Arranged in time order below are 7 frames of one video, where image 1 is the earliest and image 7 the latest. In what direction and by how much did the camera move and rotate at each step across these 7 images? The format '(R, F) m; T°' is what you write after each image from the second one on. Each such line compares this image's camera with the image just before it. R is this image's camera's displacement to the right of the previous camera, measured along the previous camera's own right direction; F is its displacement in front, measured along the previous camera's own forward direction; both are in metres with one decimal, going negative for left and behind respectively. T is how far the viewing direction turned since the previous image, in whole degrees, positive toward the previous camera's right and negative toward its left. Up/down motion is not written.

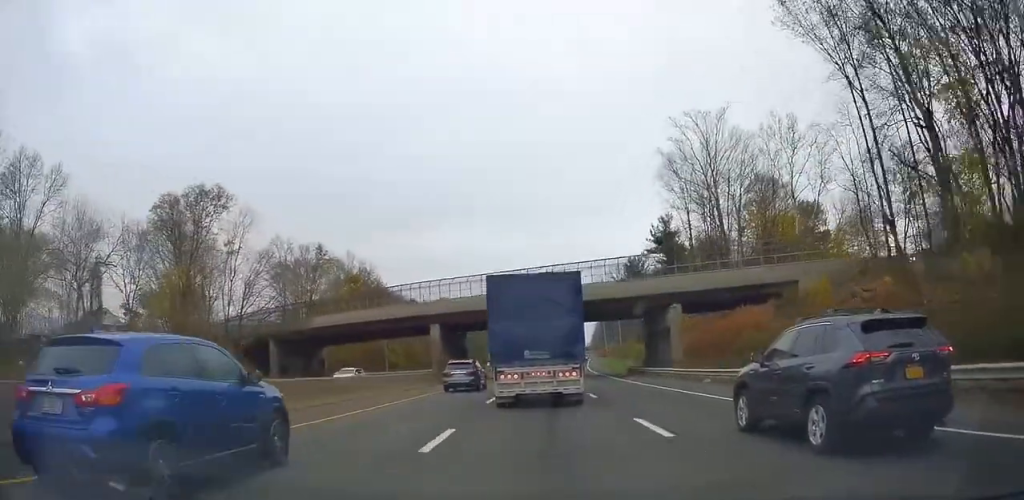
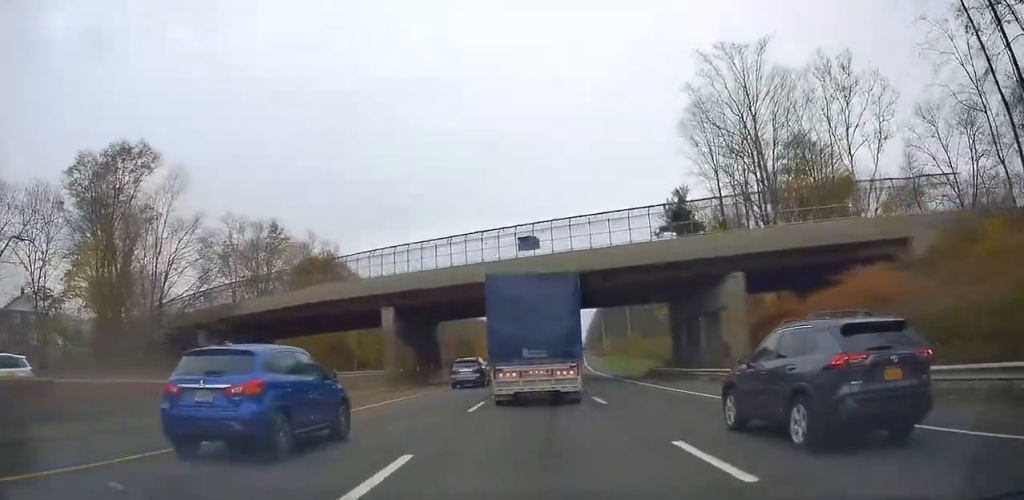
(-0.1, +16.1) m; +1°
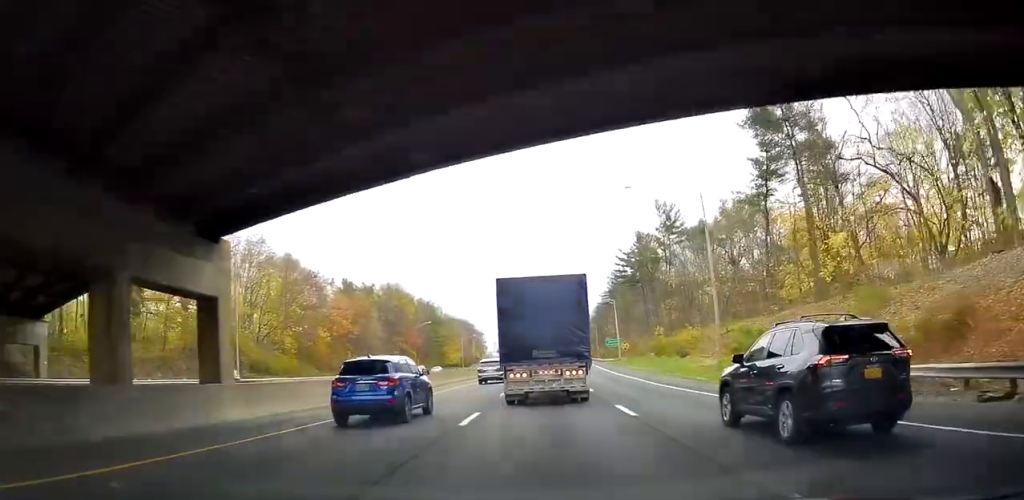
(+1.5, +39.8) m; +4°
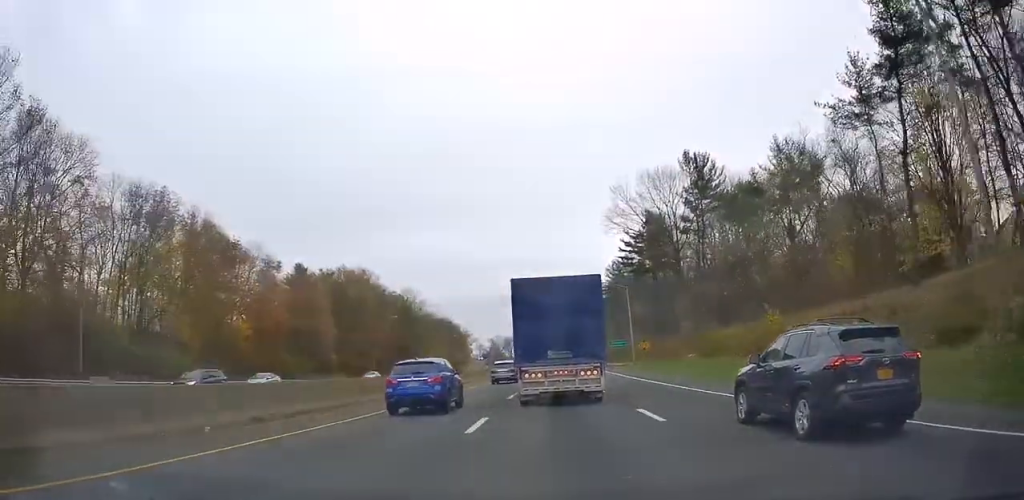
(0.0, +24.7) m; 0°
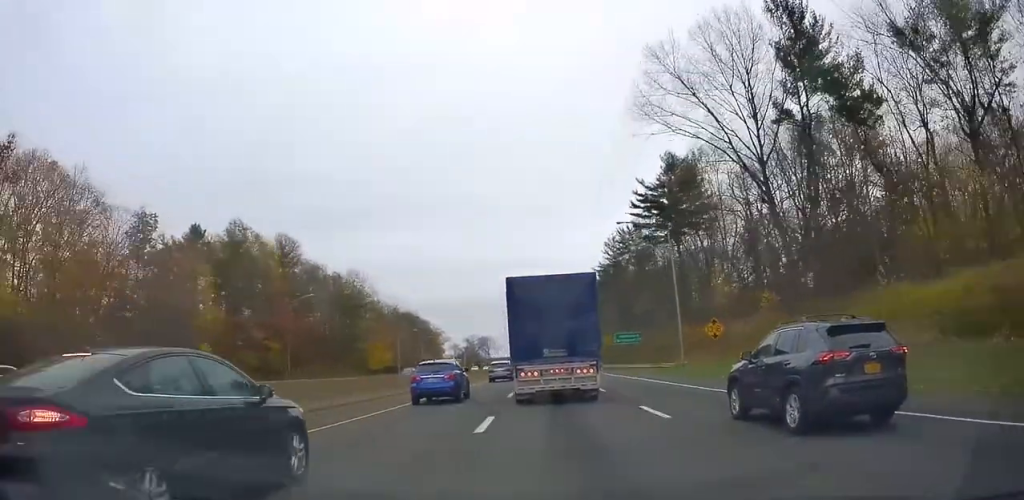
(+0.5, +35.7) m; +2°
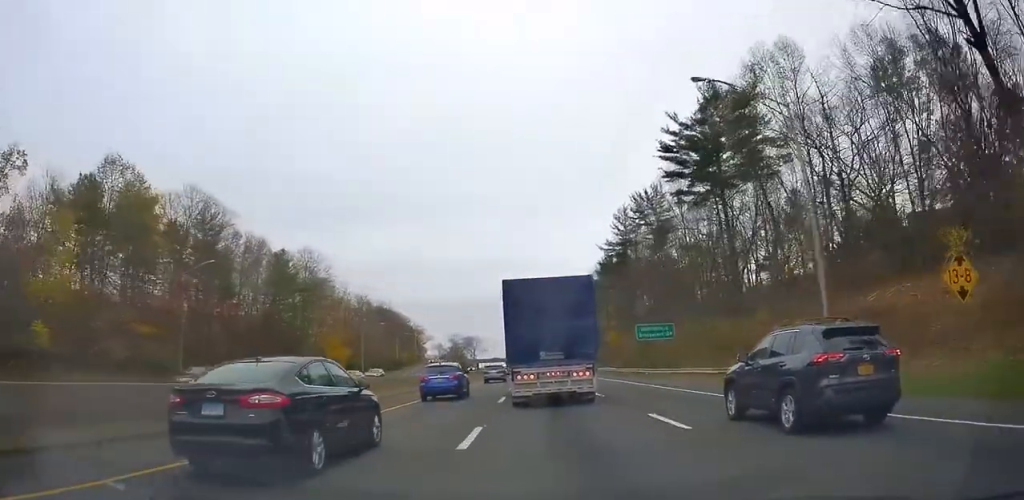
(+0.2, +25.4) m; +1°
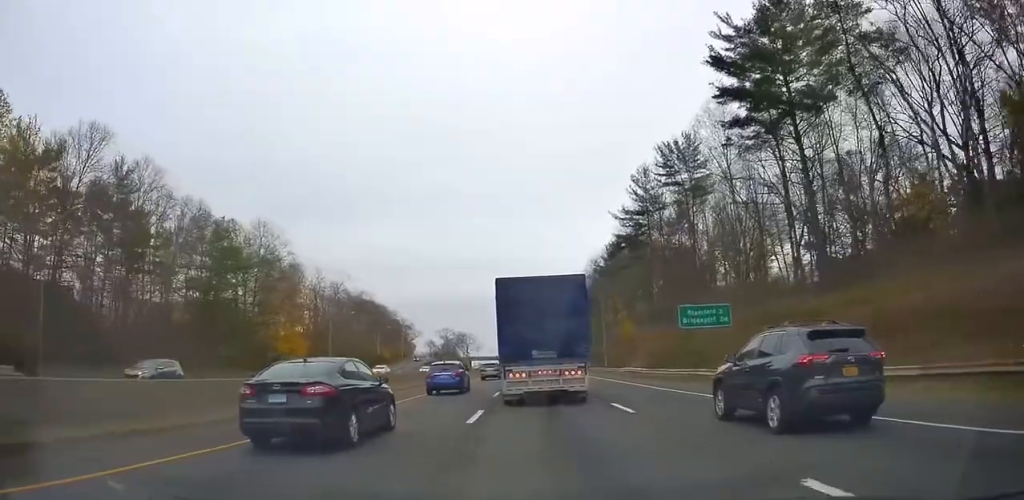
(-0.2, +20.3) m; +1°
